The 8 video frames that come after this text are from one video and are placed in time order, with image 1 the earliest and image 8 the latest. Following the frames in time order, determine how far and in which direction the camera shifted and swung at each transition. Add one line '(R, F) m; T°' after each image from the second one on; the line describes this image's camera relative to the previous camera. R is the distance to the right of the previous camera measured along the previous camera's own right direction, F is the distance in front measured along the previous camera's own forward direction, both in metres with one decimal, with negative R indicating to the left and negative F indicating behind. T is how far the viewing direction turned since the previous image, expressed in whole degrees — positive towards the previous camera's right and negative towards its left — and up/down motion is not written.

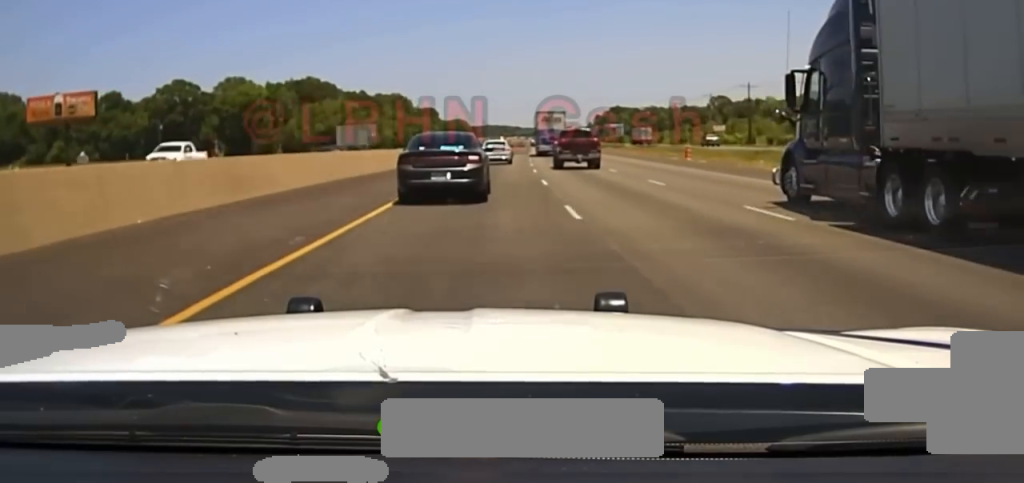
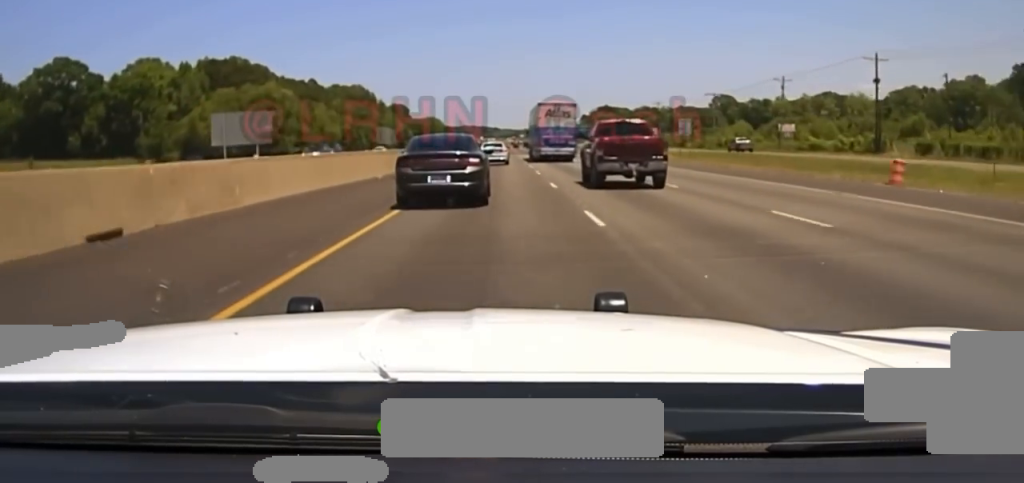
(+0.9, +63.3) m; +2°
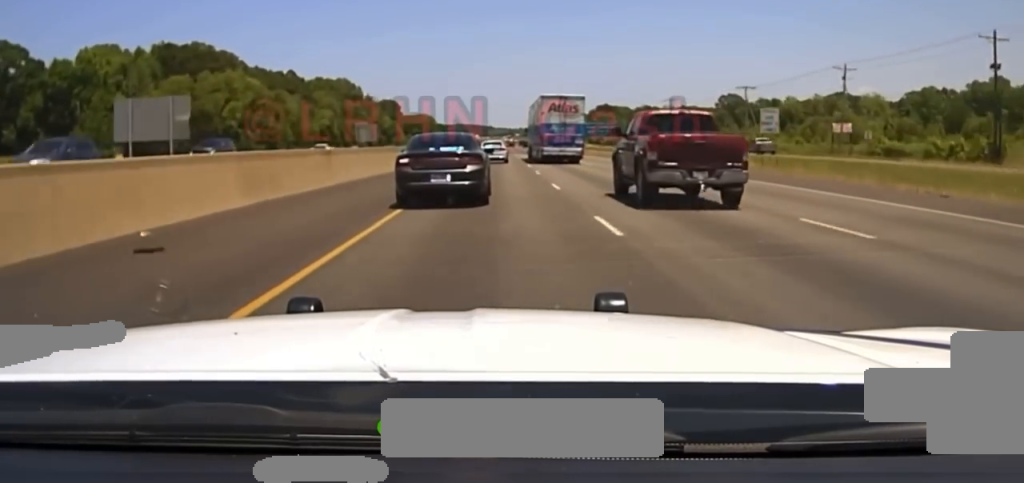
(+0.3, +26.8) m; +1°
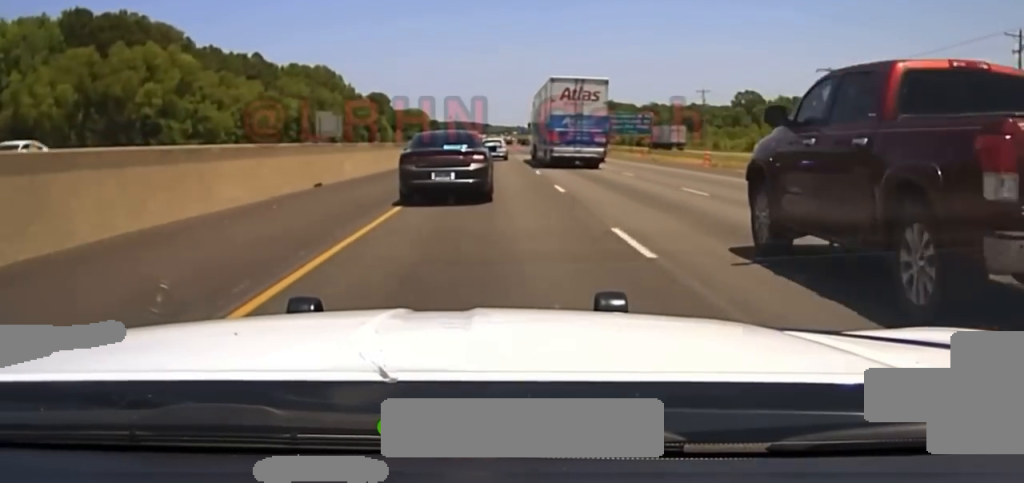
(+0.4, +41.2) m; +1°
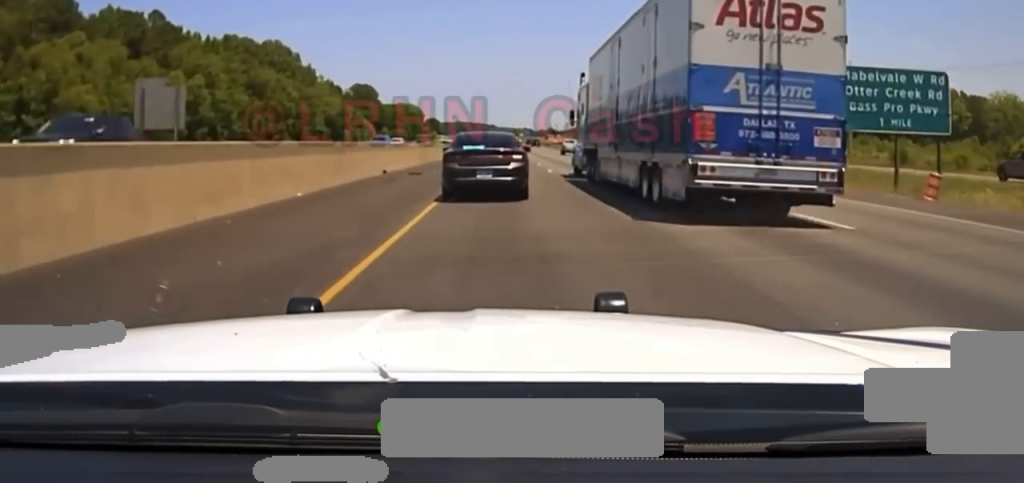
(0.0, +81.5) m; 0°
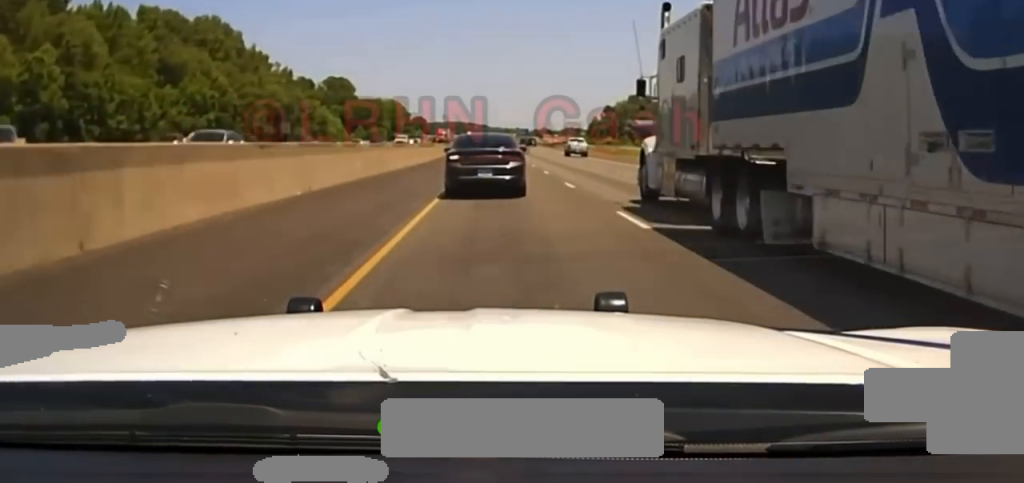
(-0.1, +46.1) m; 0°
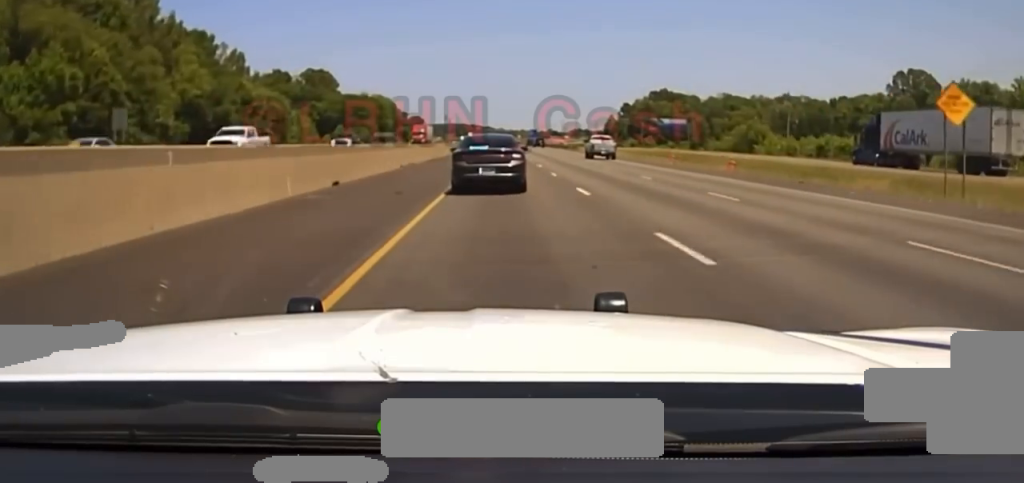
(+0.3, +49.8) m; 0°
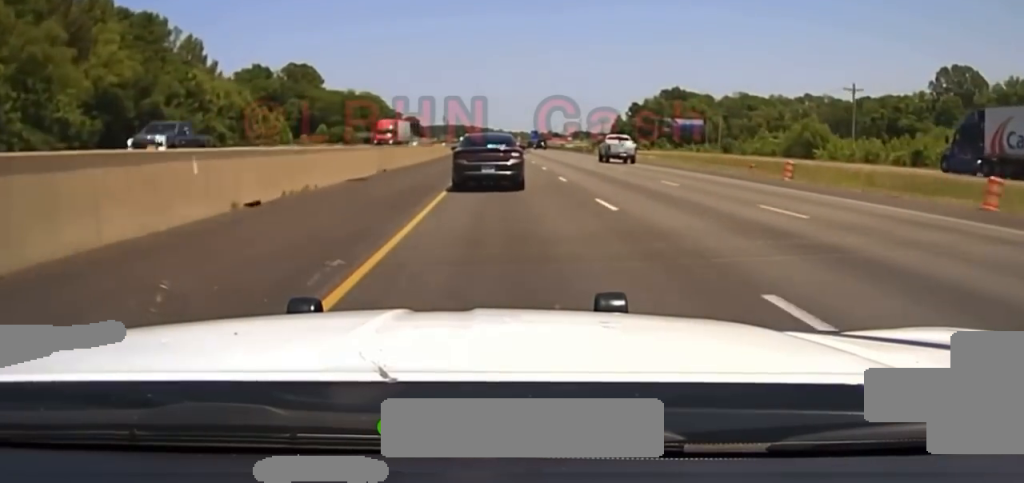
(-0.1, +28.5) m; 0°
